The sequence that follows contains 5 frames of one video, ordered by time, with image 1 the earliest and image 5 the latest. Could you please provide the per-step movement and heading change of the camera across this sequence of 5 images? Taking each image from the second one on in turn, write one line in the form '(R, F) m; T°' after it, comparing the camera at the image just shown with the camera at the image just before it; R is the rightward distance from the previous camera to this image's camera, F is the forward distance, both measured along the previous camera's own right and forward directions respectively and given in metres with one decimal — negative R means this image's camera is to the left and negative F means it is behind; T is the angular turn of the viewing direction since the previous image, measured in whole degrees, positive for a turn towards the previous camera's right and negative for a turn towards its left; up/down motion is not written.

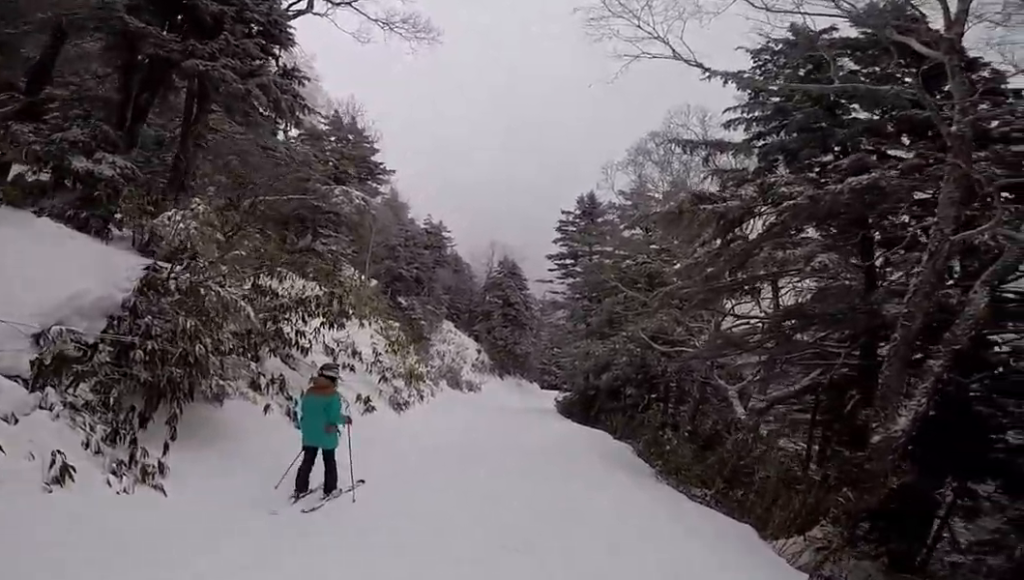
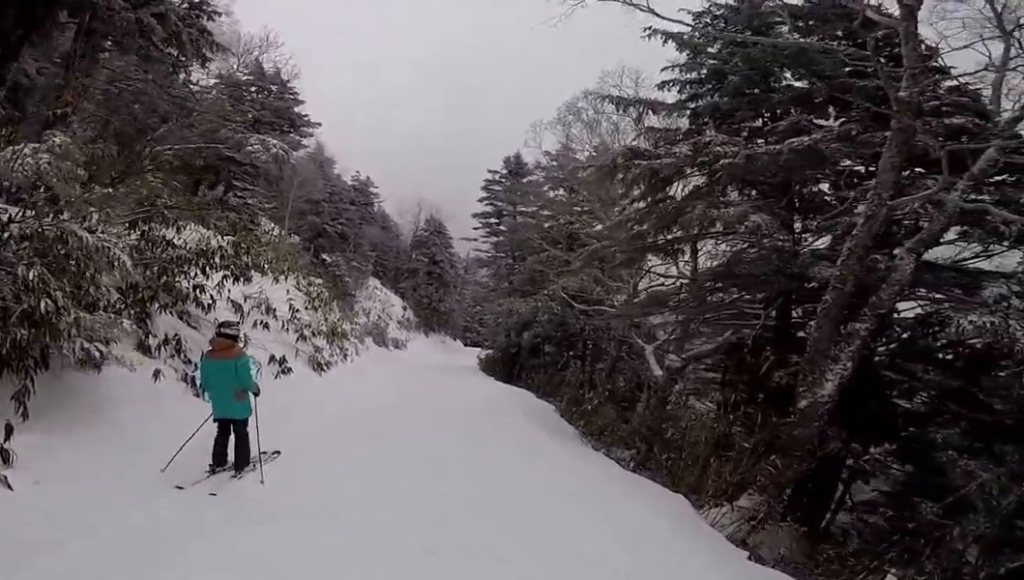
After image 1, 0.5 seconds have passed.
(0.0, +0.8) m; +8°
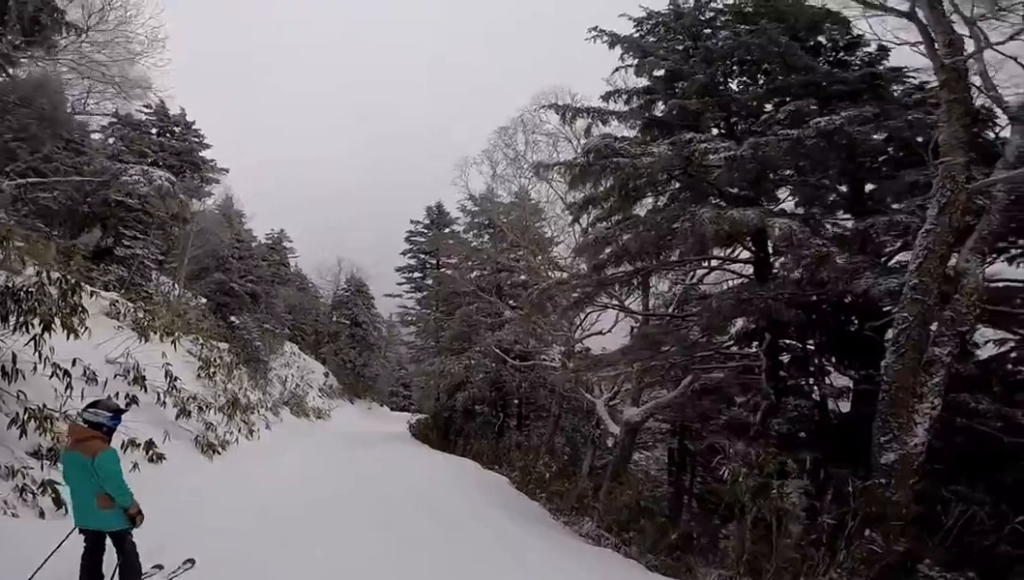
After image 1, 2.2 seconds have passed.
(+1.2, +3.2) m; -2°
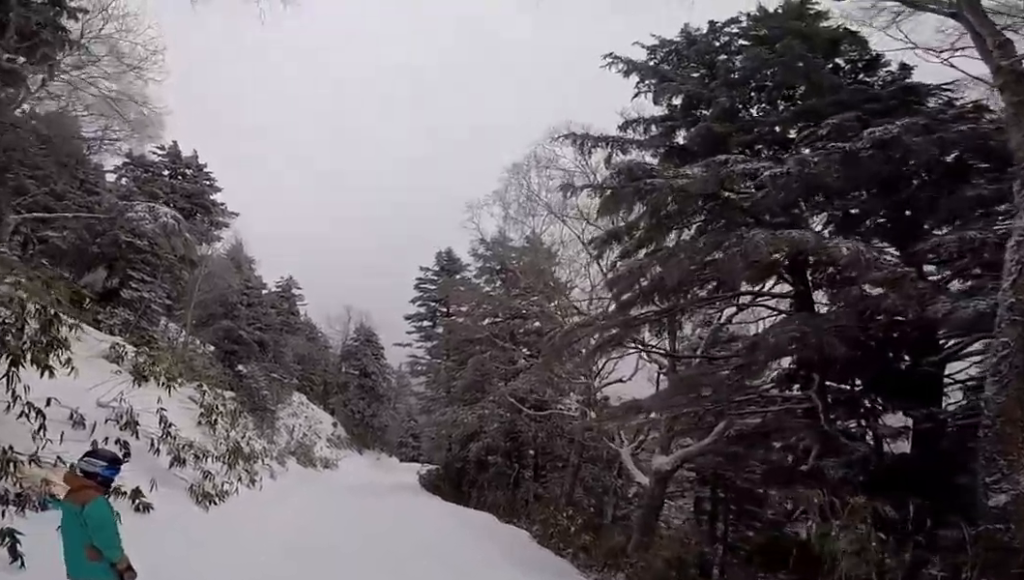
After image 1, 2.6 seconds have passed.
(-0.3, +0.9) m; -1°
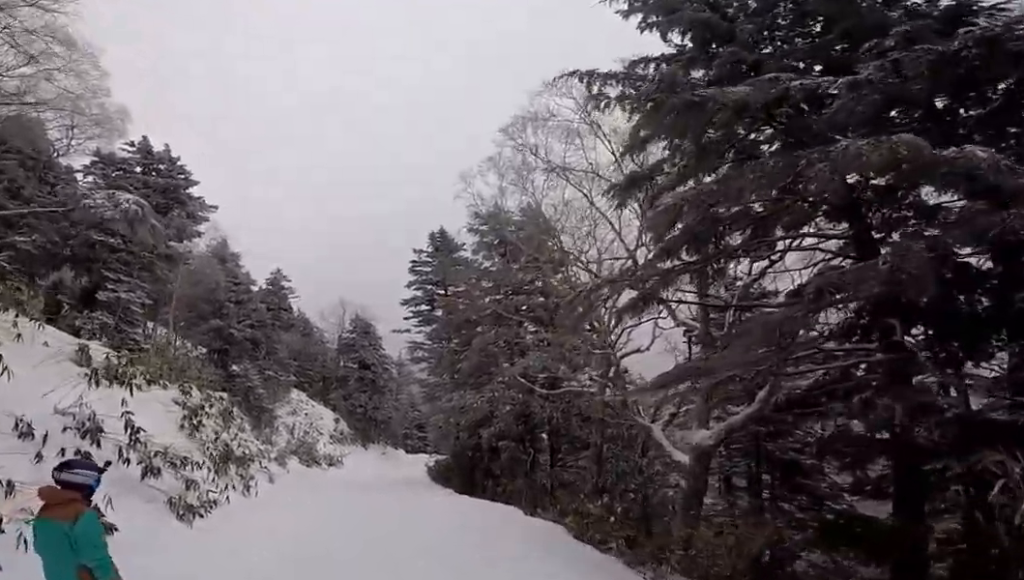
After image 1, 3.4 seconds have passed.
(-0.6, +1.7) m; +4°
